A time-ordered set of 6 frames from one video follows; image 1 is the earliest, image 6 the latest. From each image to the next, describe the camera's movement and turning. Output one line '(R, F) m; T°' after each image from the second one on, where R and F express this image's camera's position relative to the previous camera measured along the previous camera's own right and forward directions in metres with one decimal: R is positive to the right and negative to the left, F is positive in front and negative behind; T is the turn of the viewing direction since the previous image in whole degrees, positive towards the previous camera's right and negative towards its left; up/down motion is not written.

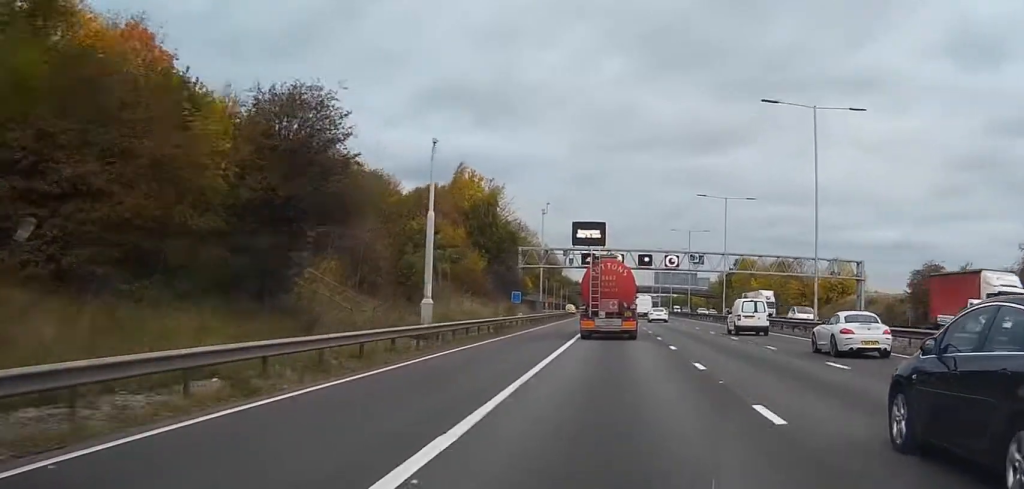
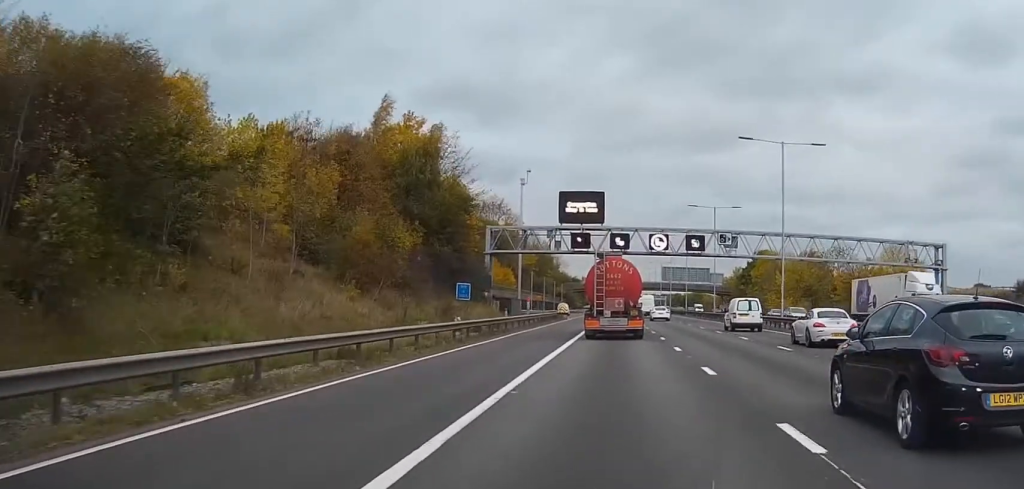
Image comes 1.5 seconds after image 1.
(-0.1, +28.9) m; -1°
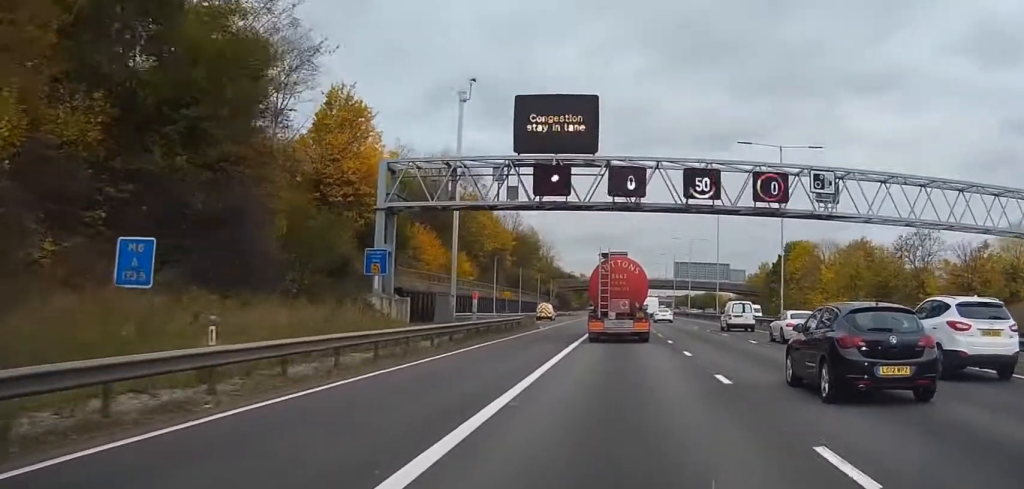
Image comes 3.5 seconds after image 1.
(-0.3, +37.5) m; -1°
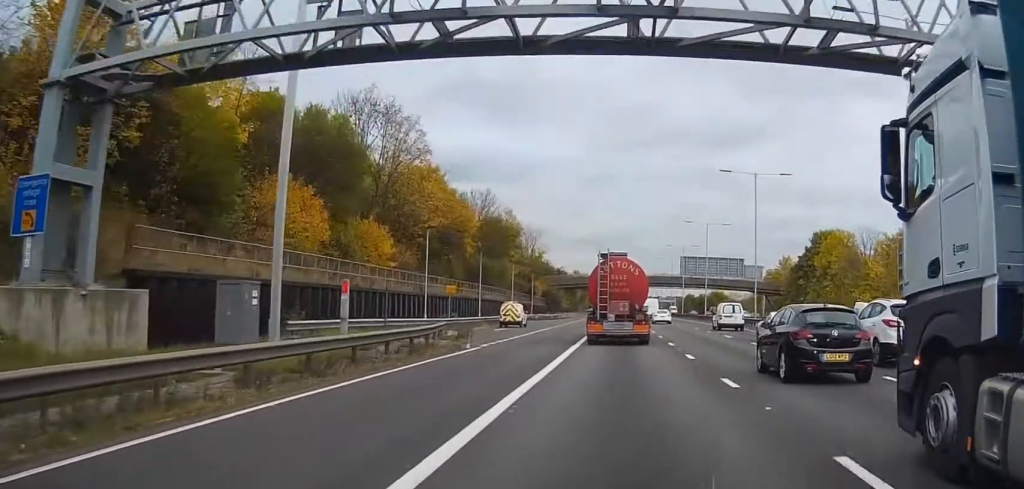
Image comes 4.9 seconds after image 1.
(+0.2, +27.4) m; +1°
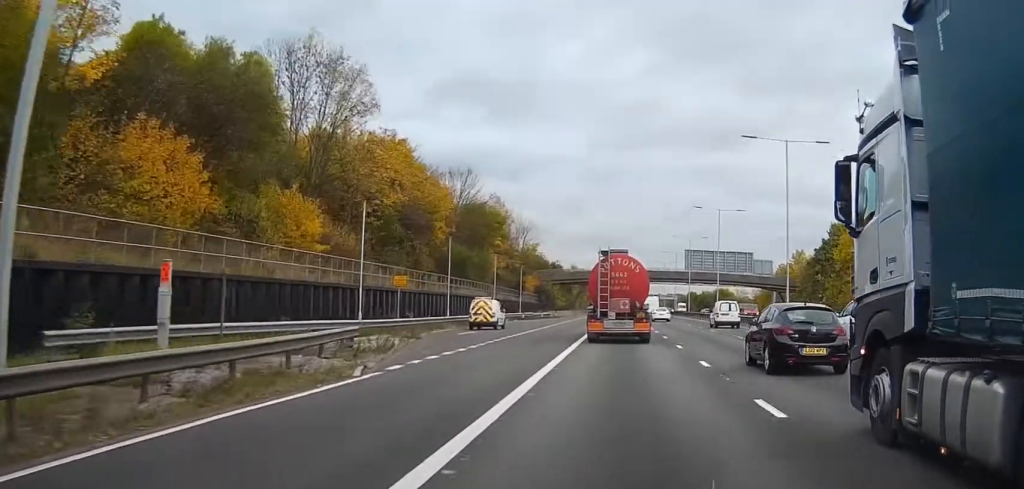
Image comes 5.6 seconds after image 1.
(+0.1, +13.0) m; 0°
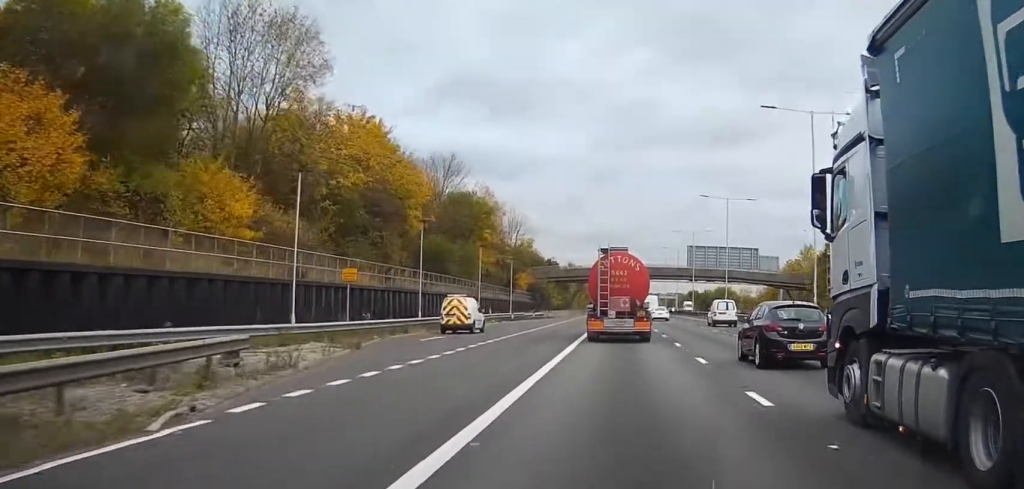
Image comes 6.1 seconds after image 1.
(0.0, +8.1) m; 0°
